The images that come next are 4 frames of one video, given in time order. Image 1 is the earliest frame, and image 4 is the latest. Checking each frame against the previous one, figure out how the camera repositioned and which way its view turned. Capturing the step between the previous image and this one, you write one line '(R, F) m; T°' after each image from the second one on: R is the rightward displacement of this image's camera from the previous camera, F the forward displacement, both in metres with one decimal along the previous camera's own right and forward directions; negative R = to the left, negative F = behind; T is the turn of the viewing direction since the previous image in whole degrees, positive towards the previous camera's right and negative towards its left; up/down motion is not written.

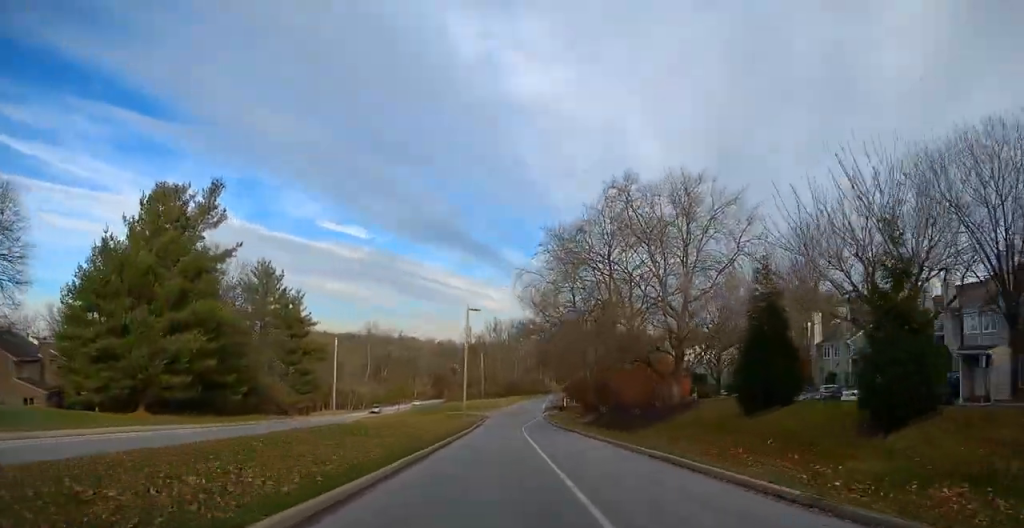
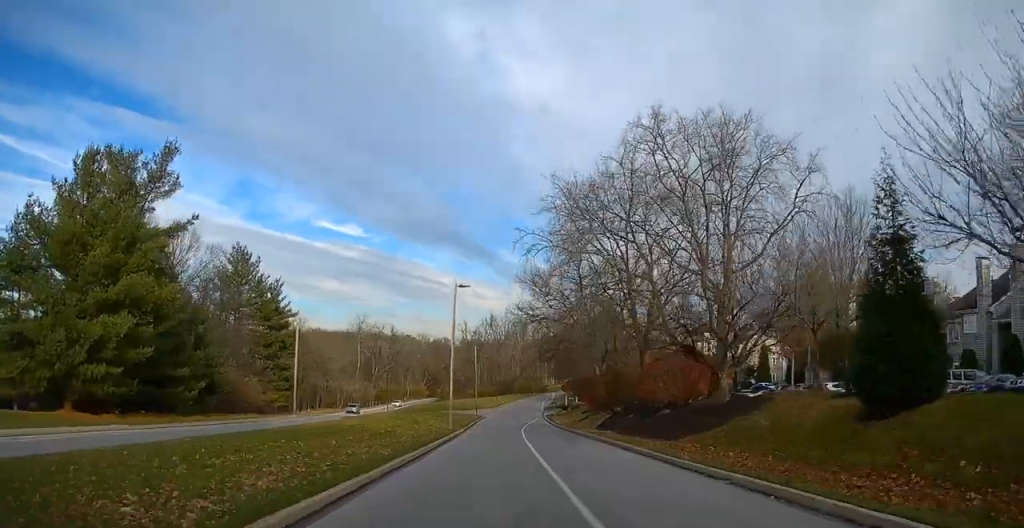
(+0.1, +8.1) m; 0°
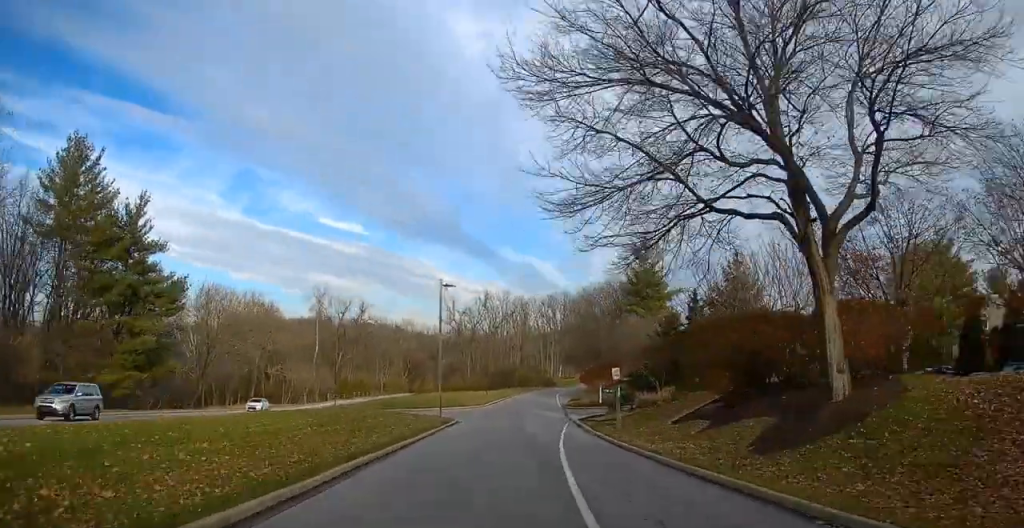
(+0.1, +36.7) m; +1°
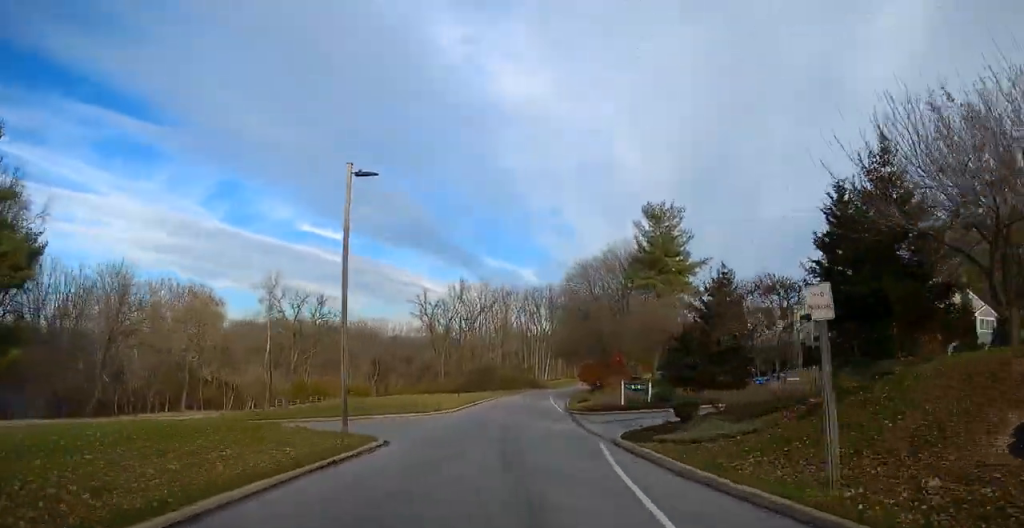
(+0.1, +19.2) m; +2°
